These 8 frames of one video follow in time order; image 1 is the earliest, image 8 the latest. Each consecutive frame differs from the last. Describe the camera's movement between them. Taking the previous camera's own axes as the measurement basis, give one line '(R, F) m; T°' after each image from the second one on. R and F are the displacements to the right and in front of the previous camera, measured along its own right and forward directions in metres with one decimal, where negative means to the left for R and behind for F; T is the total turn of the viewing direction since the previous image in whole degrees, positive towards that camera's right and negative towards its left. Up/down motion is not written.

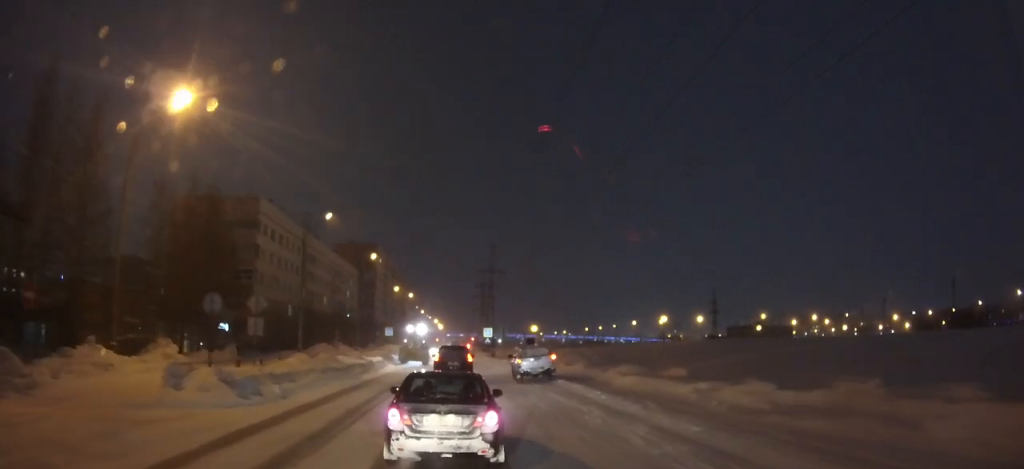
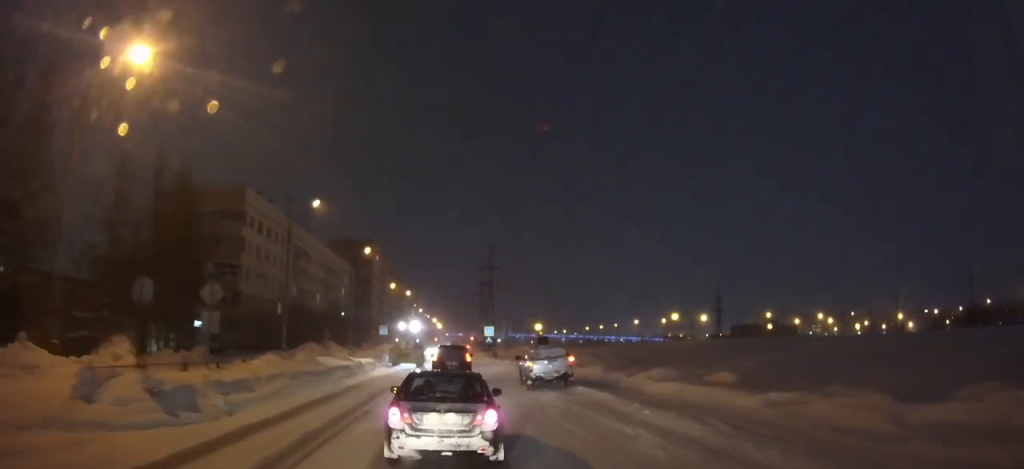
(0.0, +4.5) m; 0°
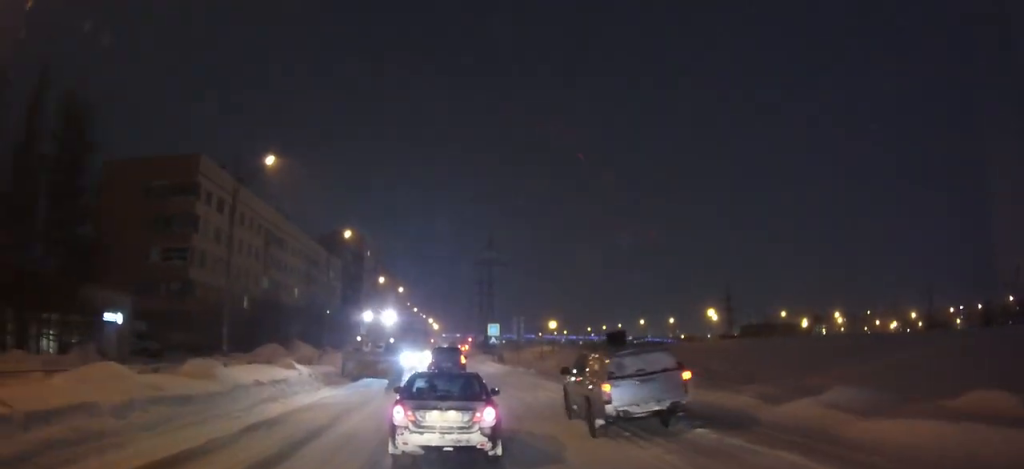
(-0.1, +12.2) m; 0°
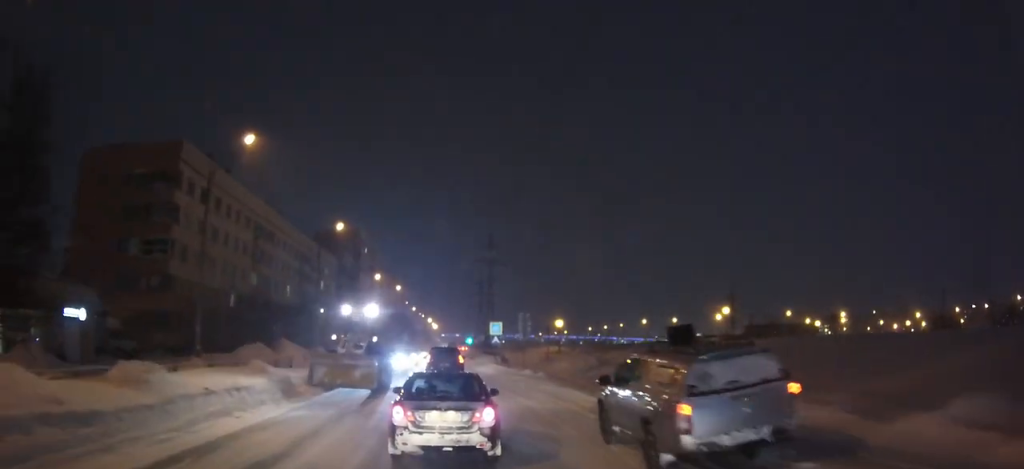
(0.0, +3.8) m; 0°
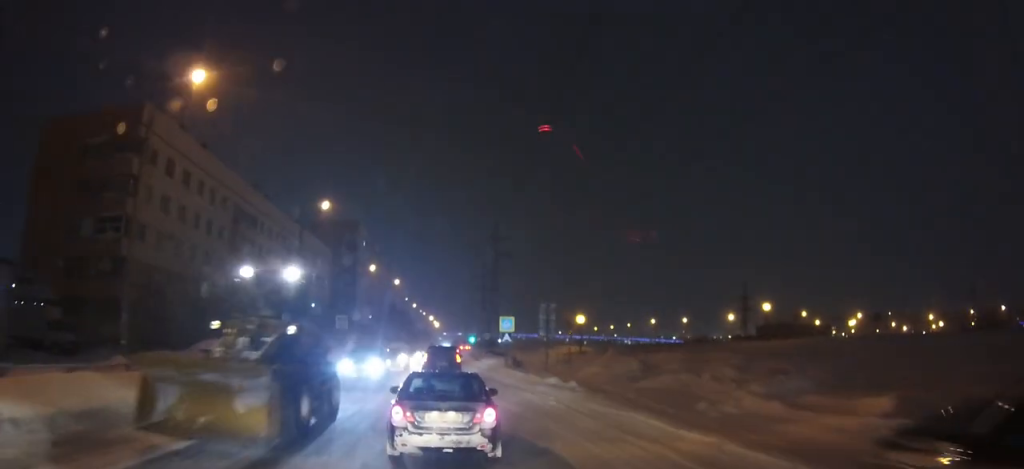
(0.0, +7.8) m; 0°
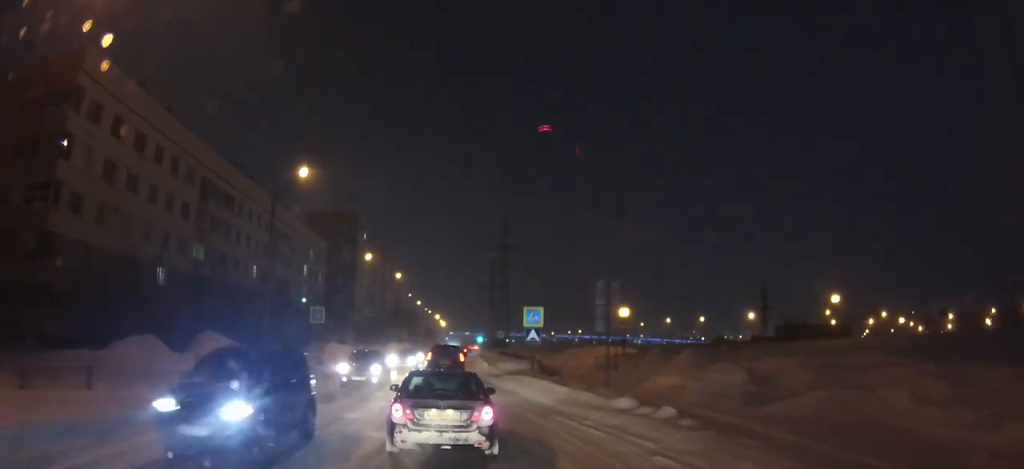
(-0.1, +9.9) m; -1°
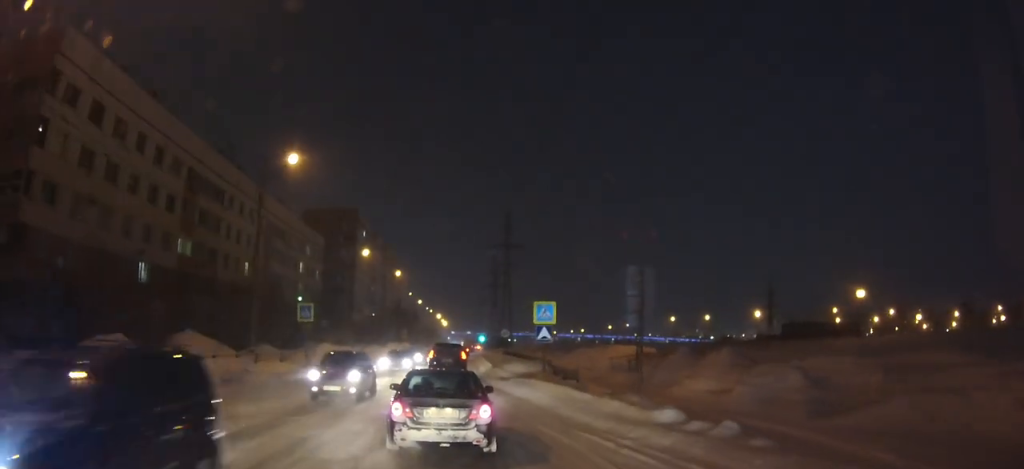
(0.0, +3.2) m; 0°
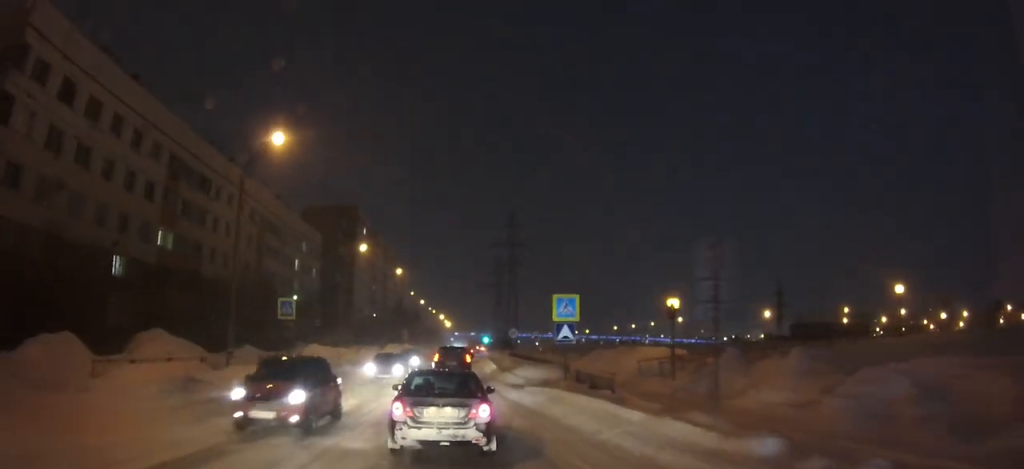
(0.0, +4.2) m; 0°
